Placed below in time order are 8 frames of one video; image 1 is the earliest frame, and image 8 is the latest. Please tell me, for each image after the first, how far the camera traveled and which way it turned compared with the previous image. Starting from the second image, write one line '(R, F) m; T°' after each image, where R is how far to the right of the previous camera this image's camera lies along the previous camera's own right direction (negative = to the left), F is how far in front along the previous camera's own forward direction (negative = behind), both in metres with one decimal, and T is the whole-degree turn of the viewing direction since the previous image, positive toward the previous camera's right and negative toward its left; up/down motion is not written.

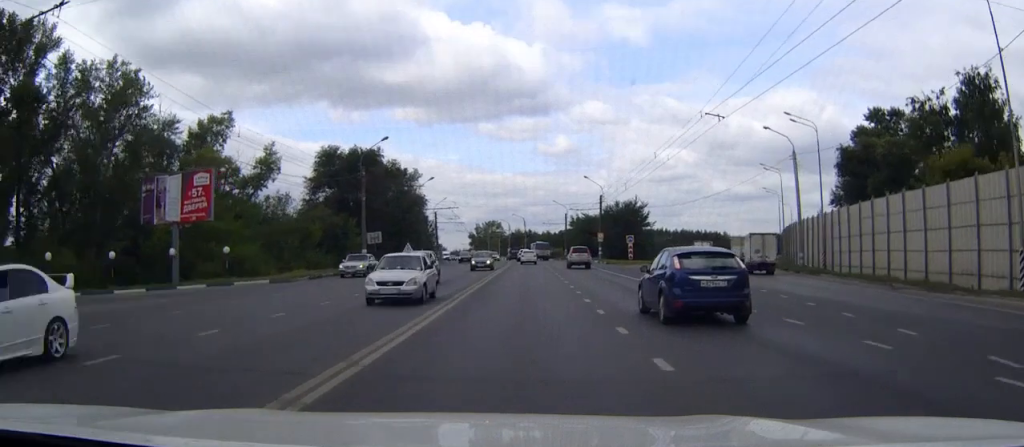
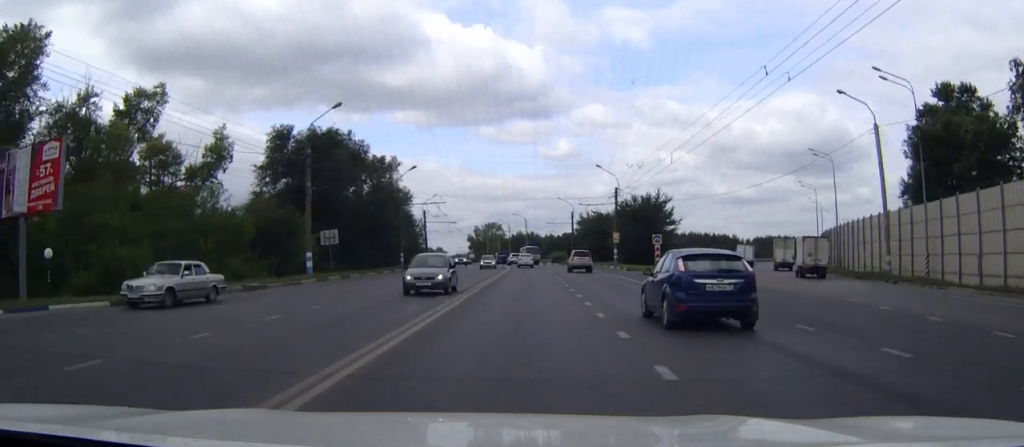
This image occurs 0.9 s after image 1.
(0.0, +16.5) m; 0°
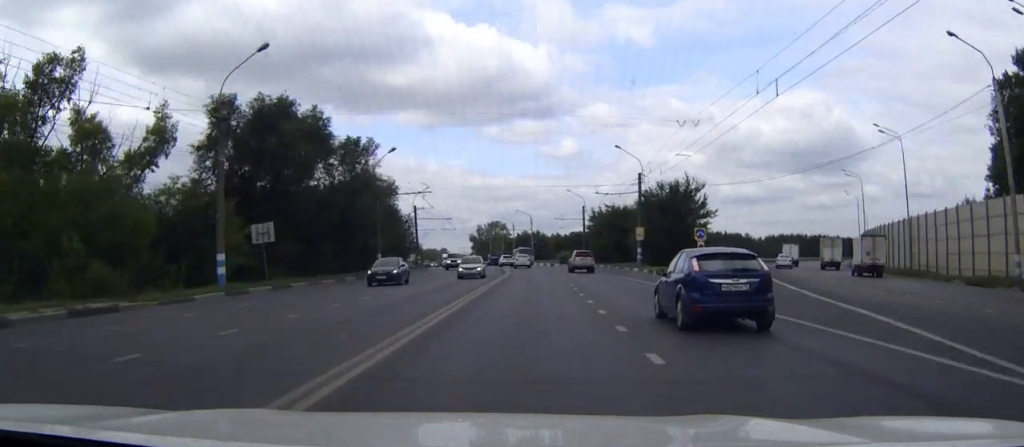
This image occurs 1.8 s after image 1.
(0.0, +14.7) m; 0°
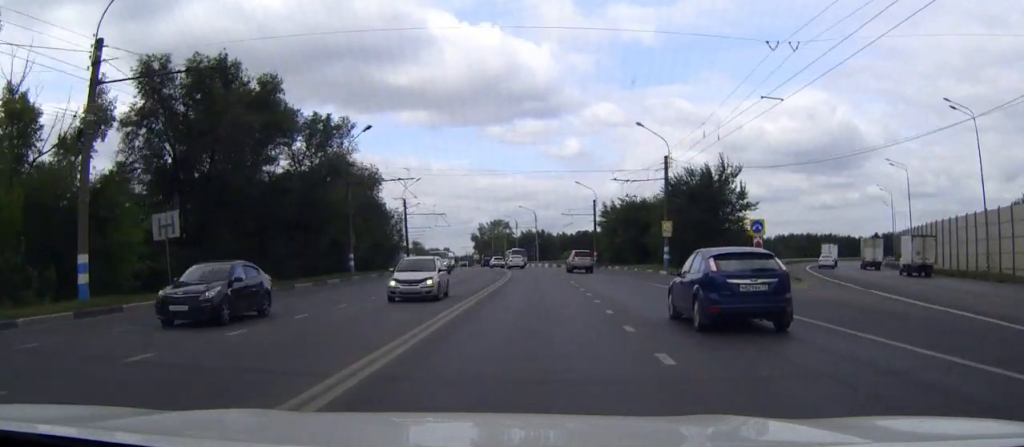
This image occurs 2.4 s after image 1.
(0.0, +11.9) m; 0°
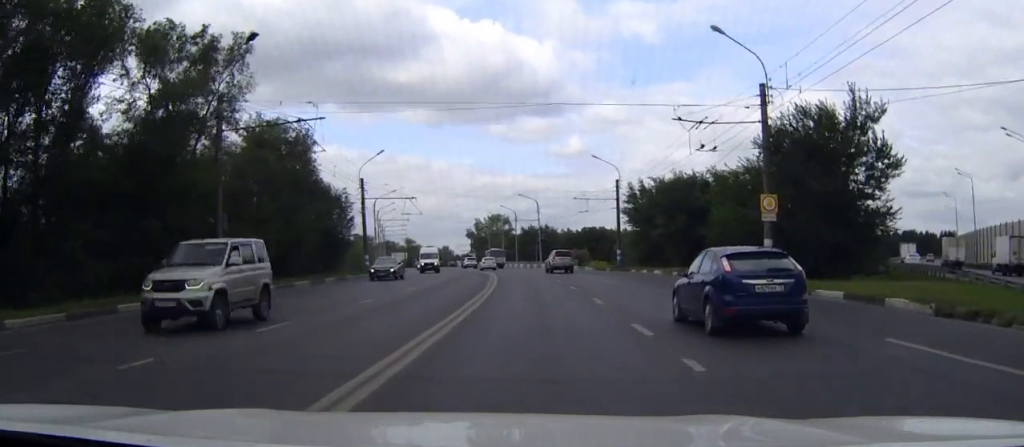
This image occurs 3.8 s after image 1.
(-0.2, +24.5) m; -1°
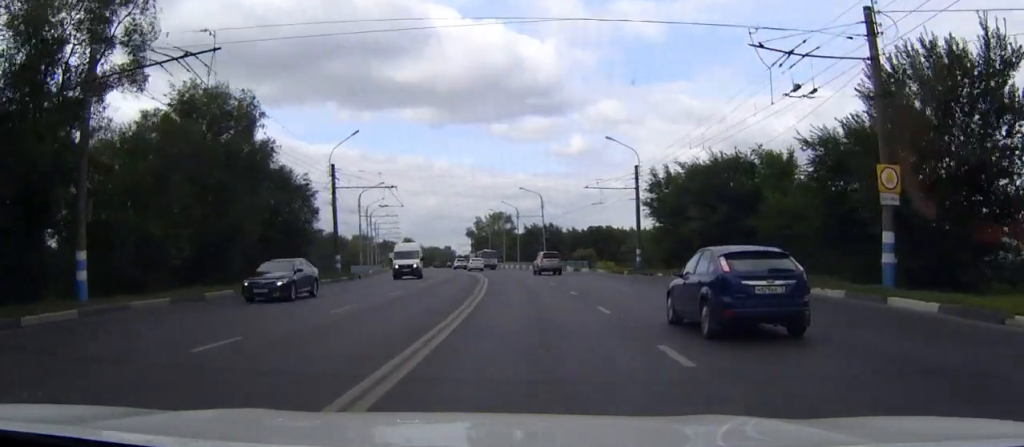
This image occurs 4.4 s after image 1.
(0.0, +11.5) m; -1°
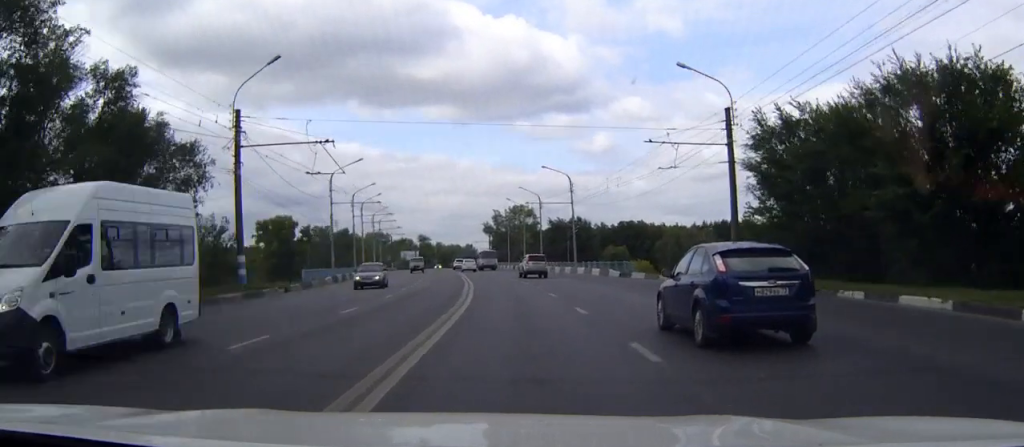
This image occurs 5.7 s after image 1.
(-0.3, +23.7) m; -2°
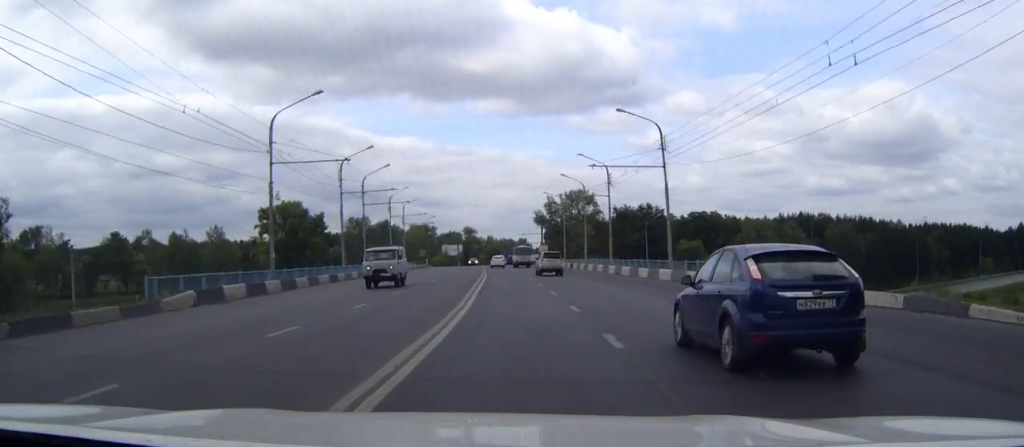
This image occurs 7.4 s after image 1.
(-0.9, +29.9) m; -4°
